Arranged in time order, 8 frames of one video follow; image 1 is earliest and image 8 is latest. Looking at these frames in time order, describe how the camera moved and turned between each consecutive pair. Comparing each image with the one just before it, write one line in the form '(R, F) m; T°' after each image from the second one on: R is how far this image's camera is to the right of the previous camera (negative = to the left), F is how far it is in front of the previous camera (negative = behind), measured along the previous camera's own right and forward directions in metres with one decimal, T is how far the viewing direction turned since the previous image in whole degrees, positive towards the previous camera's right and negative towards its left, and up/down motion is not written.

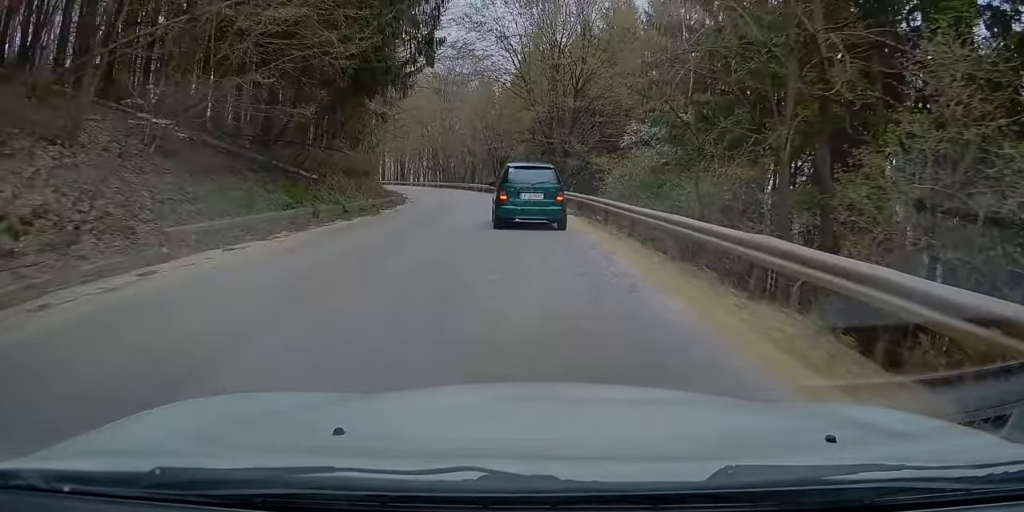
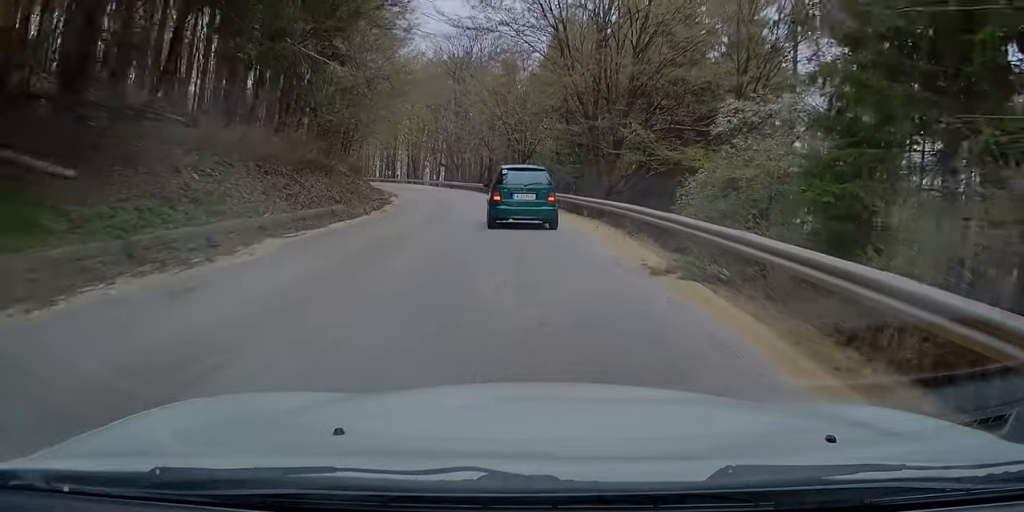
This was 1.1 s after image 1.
(-1.0, +13.5) m; -7°
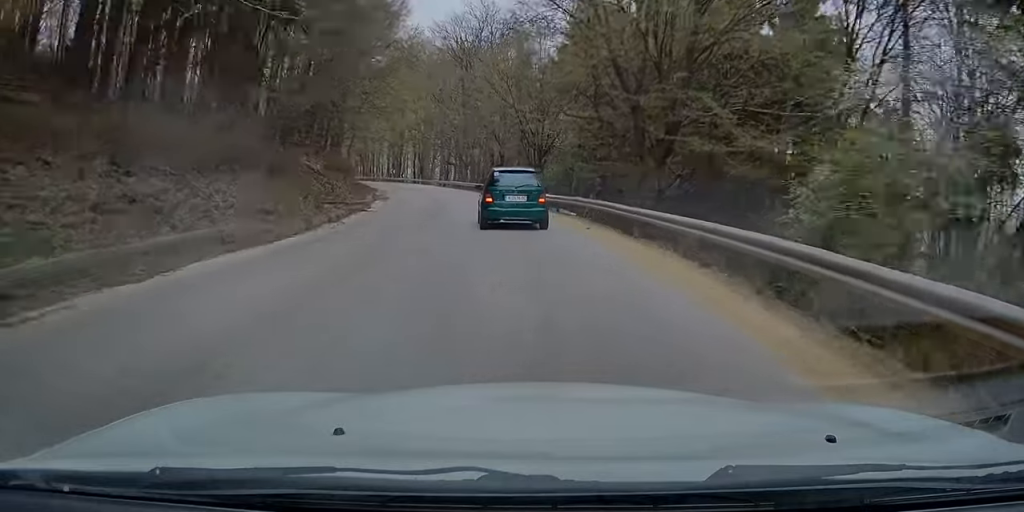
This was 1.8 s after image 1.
(-0.6, +8.3) m; -3°
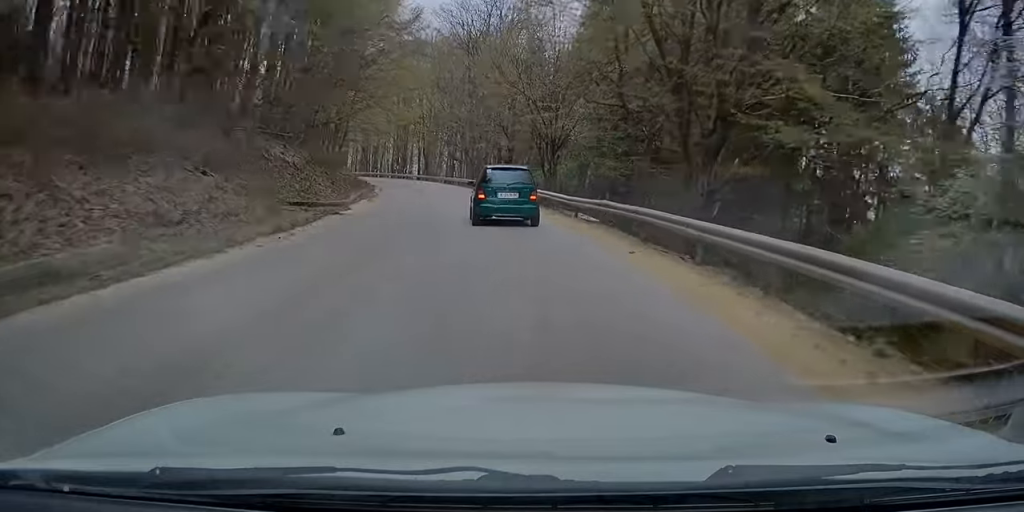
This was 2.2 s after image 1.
(+0.3, +5.0) m; -1°
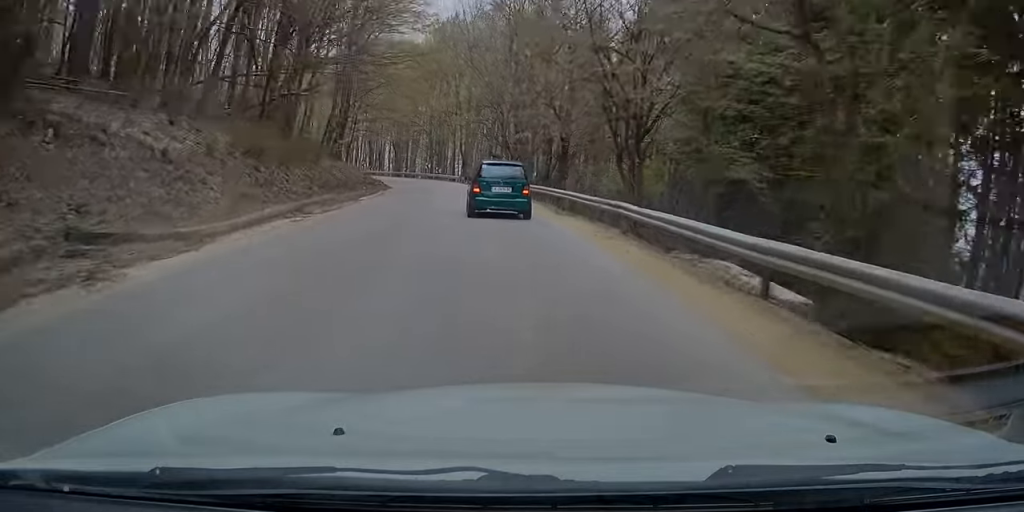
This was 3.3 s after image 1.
(-0.4, +14.0) m; -2°
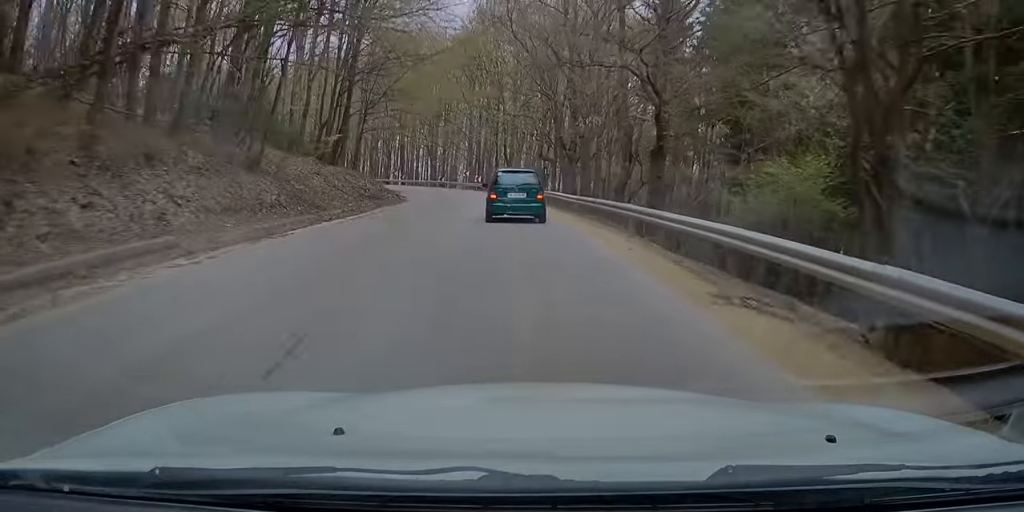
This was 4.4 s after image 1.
(+0.1, +13.0) m; 0°
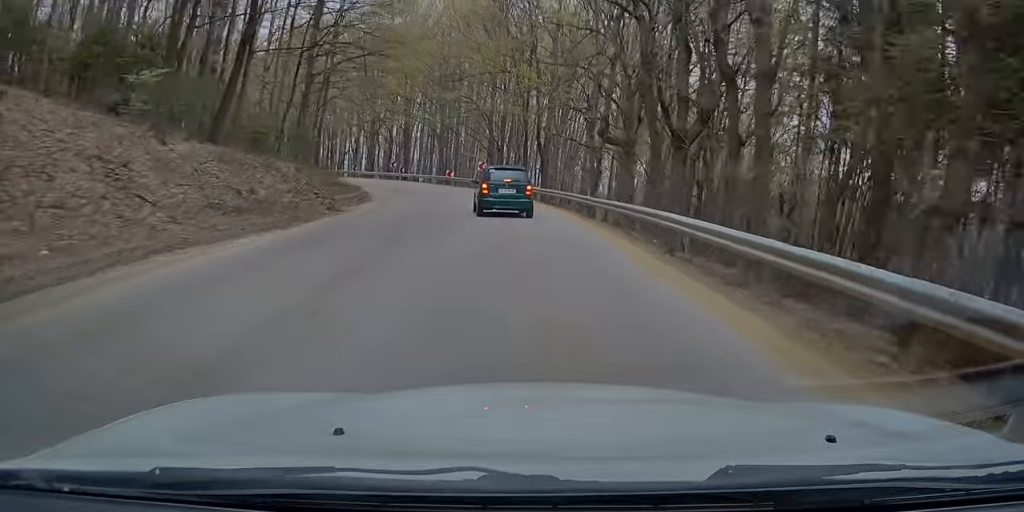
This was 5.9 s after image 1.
(-0.6, +18.6) m; -3°
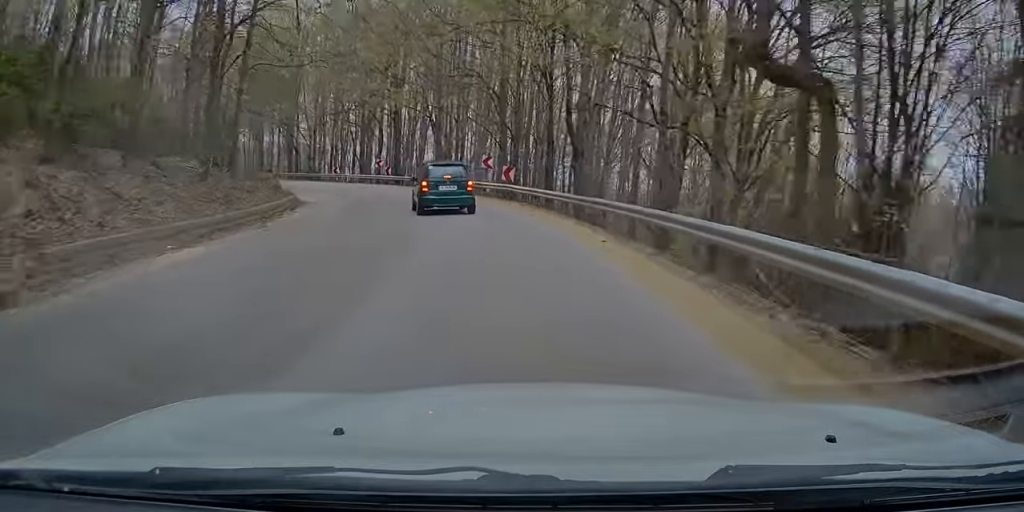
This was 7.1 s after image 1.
(-0.2, +14.6) m; -3°
